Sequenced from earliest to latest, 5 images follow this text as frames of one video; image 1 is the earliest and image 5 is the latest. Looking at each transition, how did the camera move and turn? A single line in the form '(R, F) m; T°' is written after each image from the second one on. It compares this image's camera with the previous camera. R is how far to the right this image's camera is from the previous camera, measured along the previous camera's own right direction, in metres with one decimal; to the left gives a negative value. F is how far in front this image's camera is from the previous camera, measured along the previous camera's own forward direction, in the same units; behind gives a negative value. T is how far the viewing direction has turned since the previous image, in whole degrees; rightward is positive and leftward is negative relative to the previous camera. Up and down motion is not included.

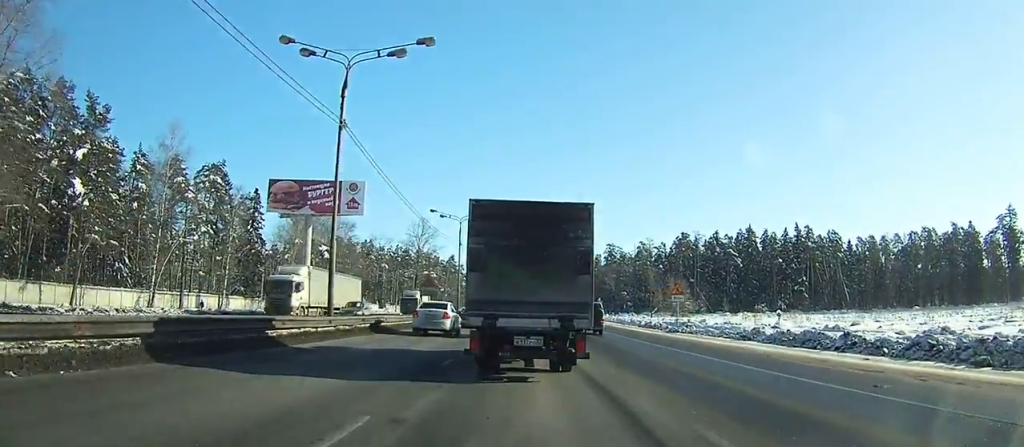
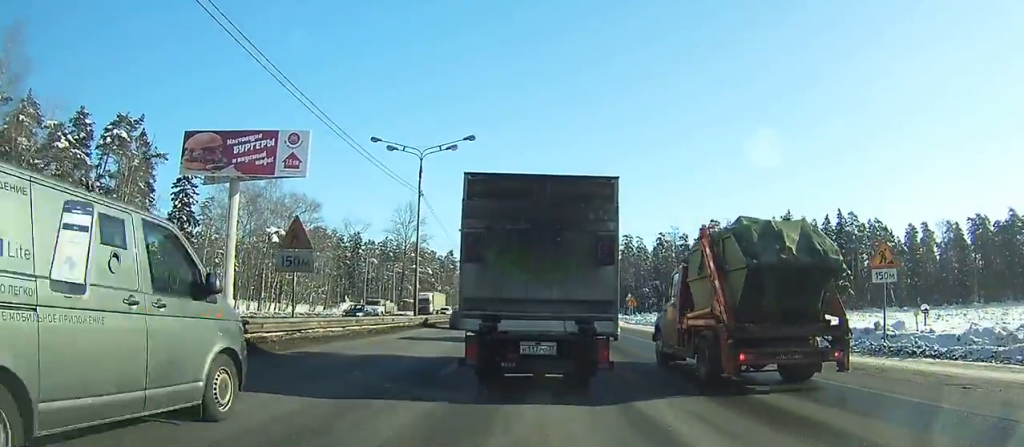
(+2.0, +26.9) m; +8°
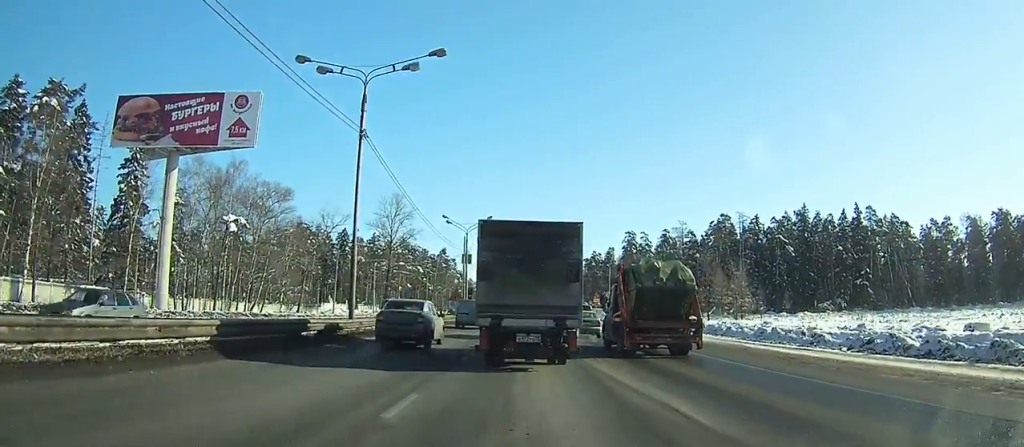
(-0.4, +14.7) m; -3°
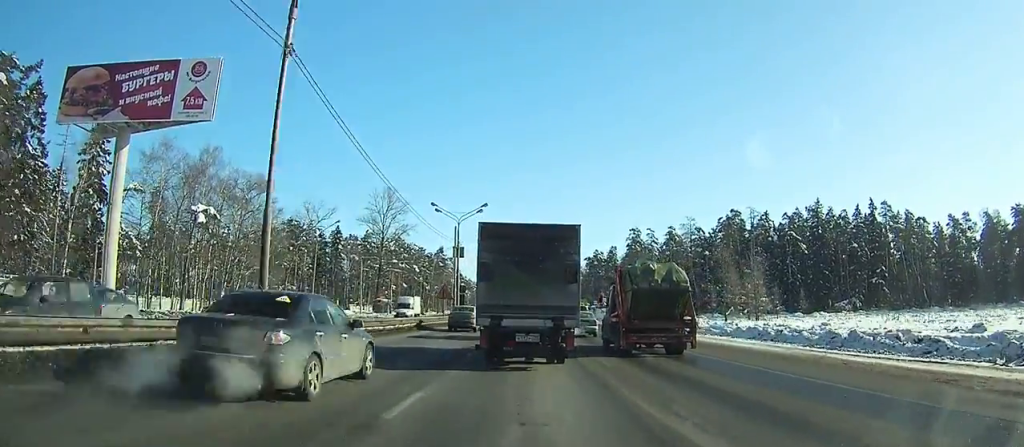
(-0.1, +7.4) m; -3°
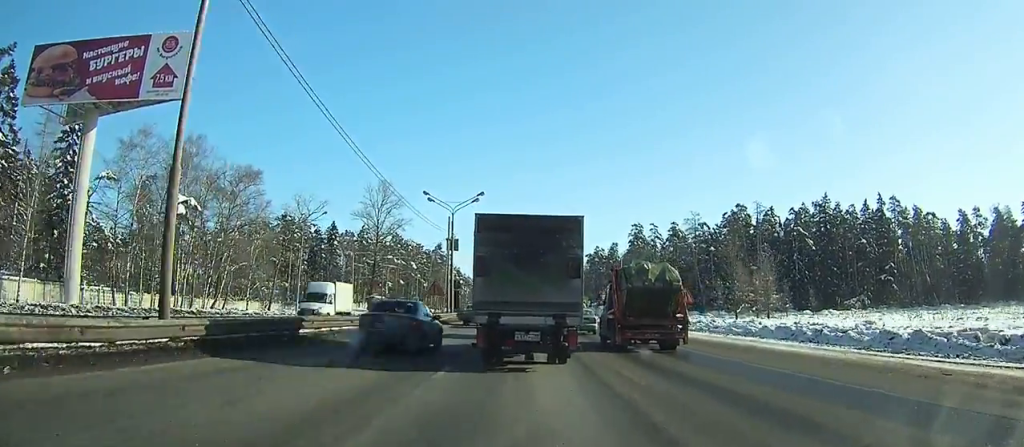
(+0.1, +3.6) m; -2°
